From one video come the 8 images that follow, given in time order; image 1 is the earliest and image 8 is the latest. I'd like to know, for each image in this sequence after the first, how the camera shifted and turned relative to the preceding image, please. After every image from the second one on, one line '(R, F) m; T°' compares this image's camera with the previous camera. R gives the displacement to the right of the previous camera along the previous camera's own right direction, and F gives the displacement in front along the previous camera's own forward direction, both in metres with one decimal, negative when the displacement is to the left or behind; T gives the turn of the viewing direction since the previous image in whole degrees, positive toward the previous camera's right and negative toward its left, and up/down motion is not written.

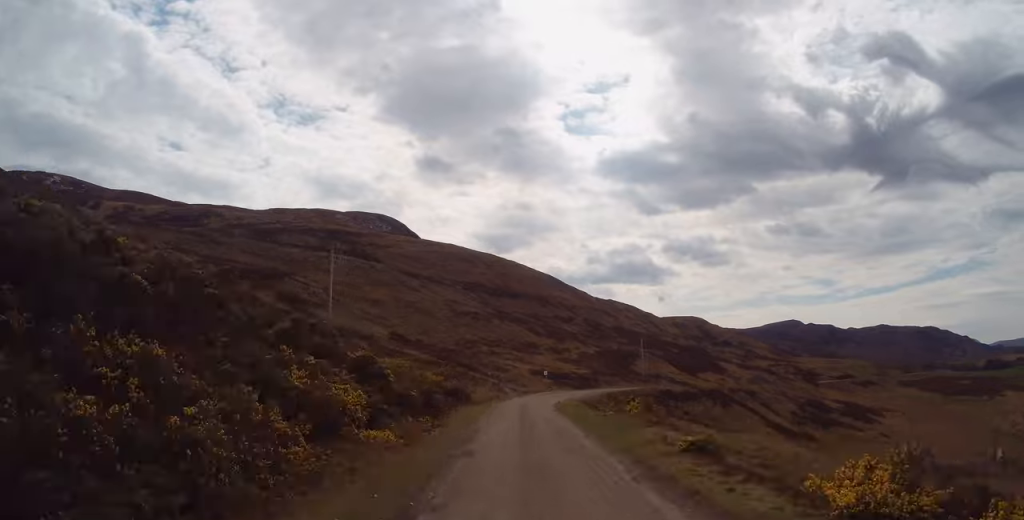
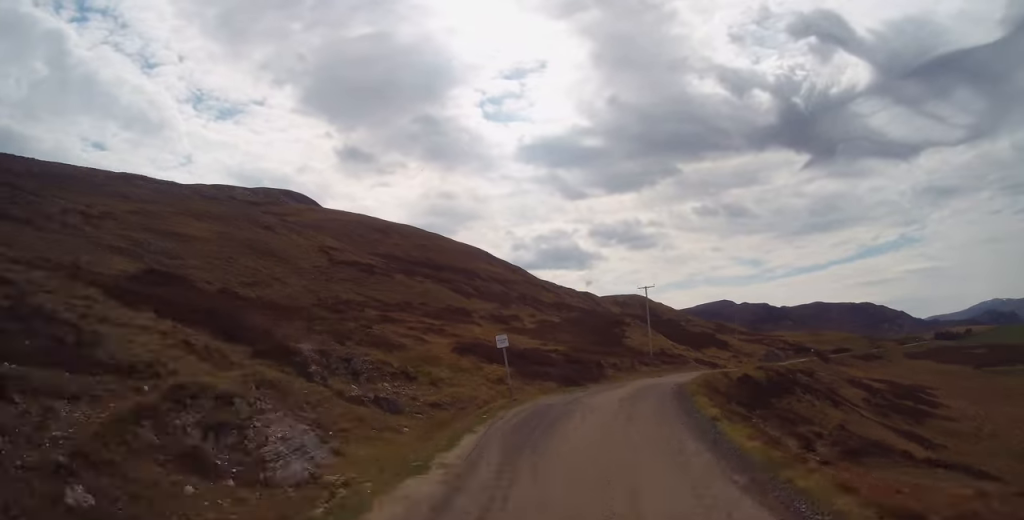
(+5.7, +55.2) m; +15°
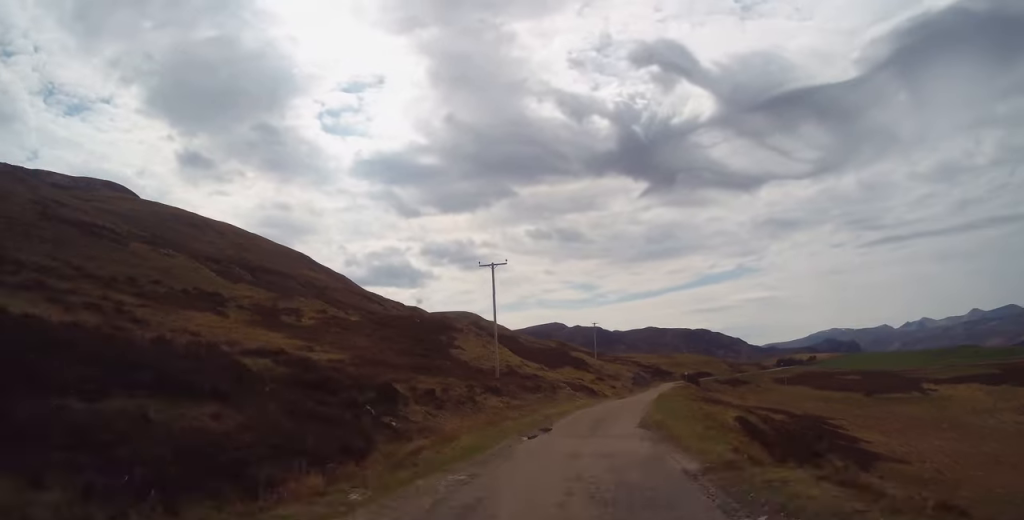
(+2.8, +29.9) m; +7°
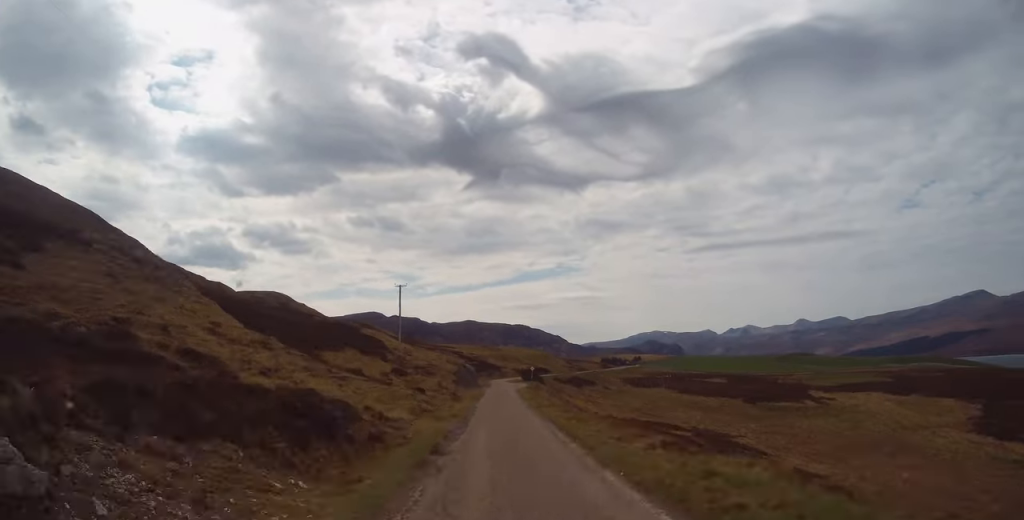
(+4.1, +40.1) m; +7°
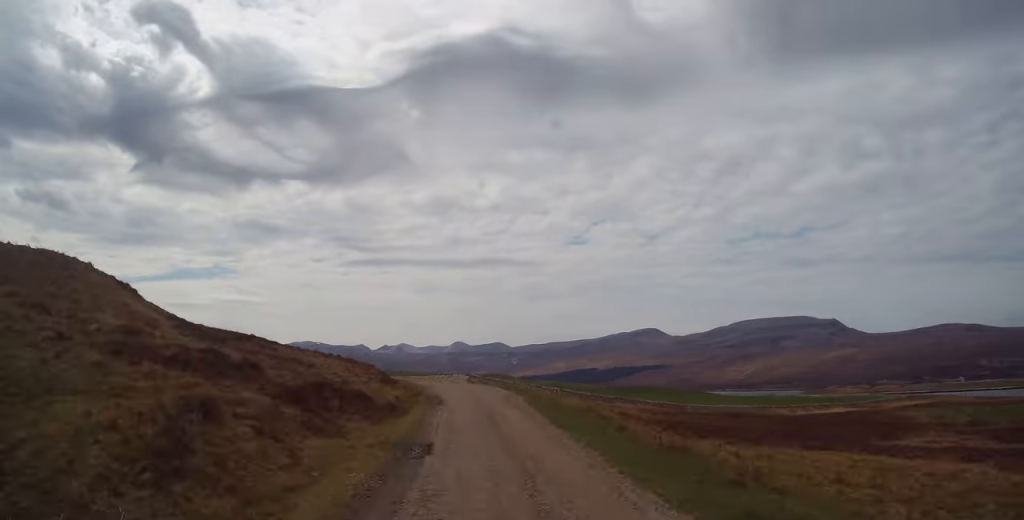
(+37.5, +180.6) m; +24°
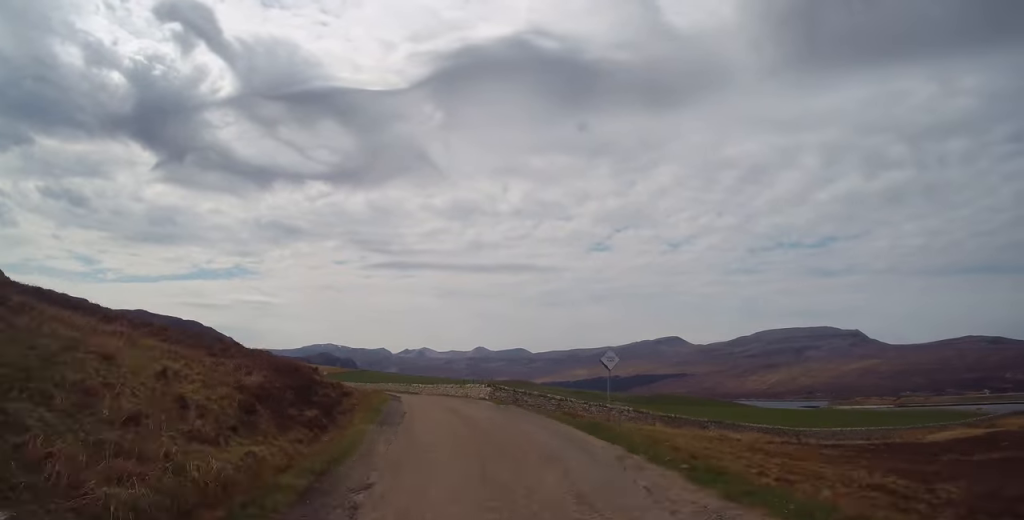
(+0.7, +27.5) m; -3°
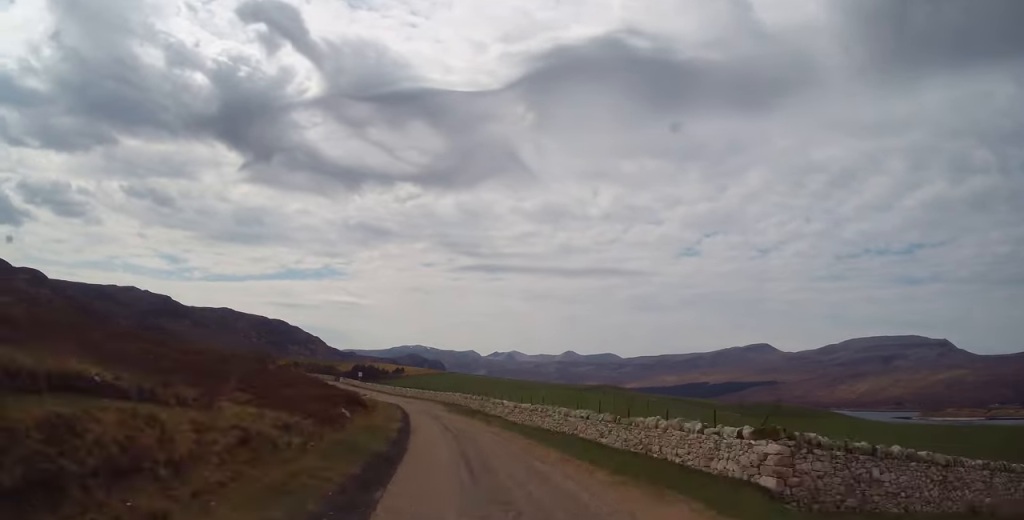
(-1.9, +33.9) m; -6°
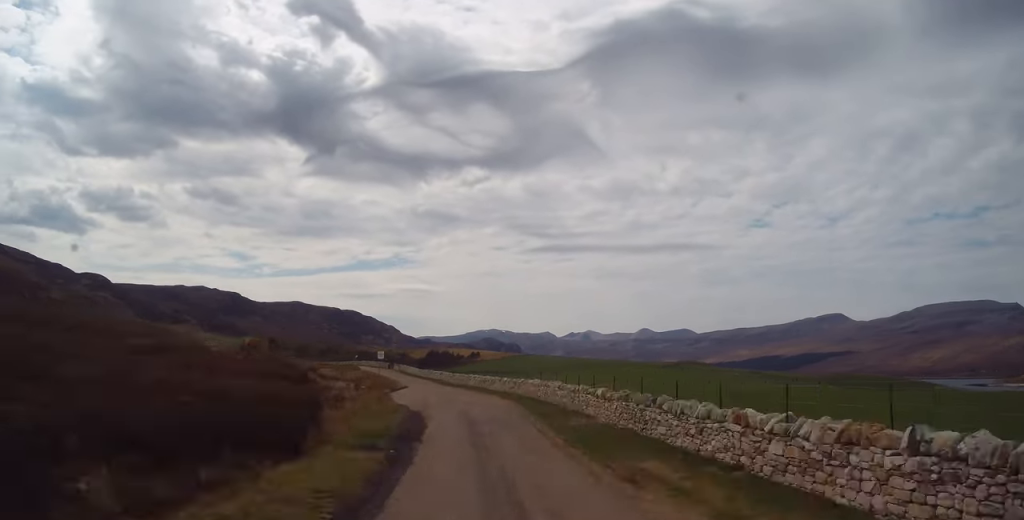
(-0.6, +26.7) m; -6°
